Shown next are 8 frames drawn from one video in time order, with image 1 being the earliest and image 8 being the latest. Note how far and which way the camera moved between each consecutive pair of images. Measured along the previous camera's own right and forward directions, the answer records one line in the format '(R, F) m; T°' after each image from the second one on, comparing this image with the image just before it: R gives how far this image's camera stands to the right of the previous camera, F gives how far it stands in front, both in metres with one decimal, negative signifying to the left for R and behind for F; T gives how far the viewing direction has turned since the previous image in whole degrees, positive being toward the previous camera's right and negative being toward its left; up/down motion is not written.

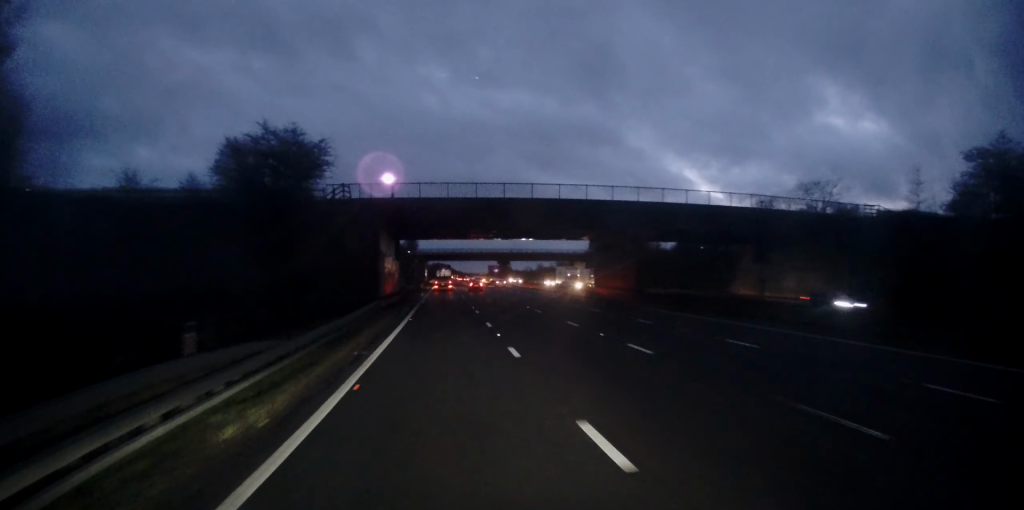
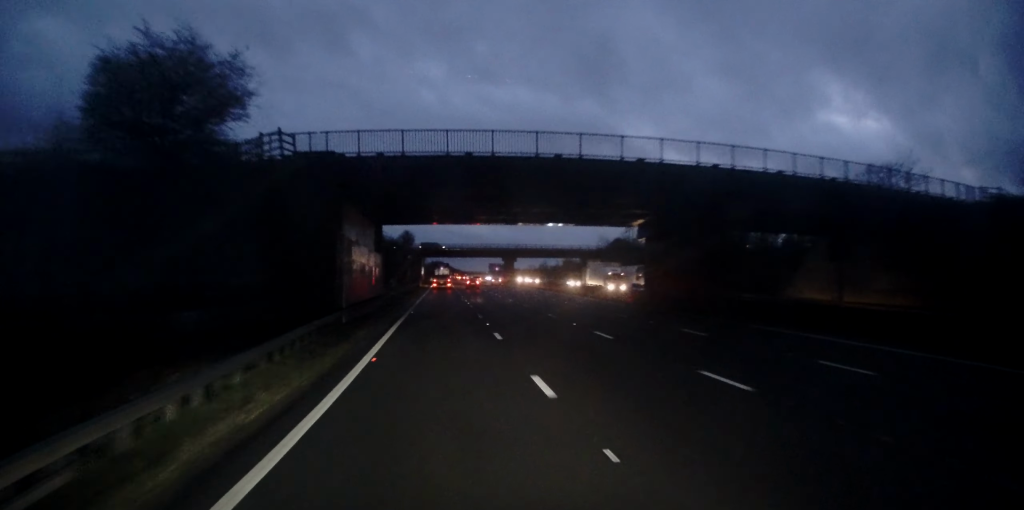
(0.0, +13.9) m; 0°
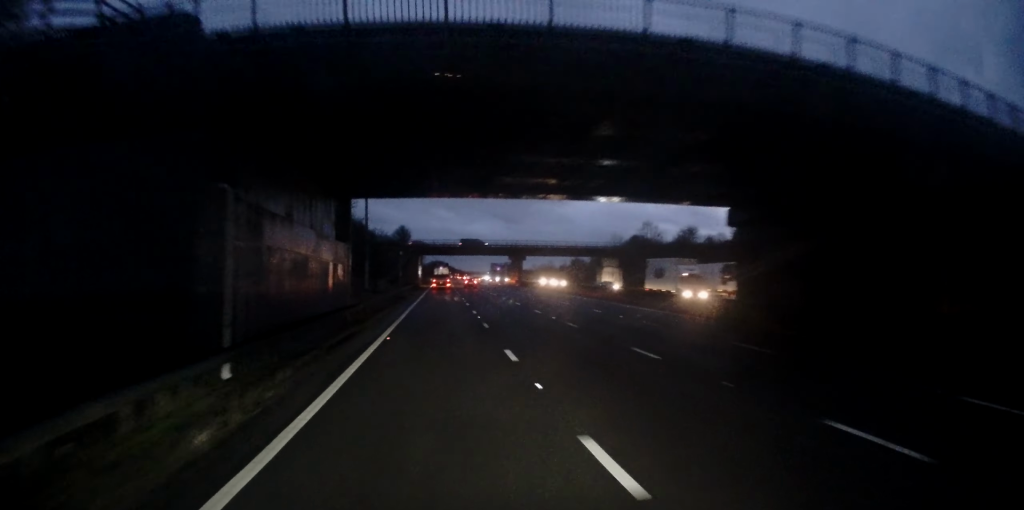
(0.0, +13.2) m; -1°
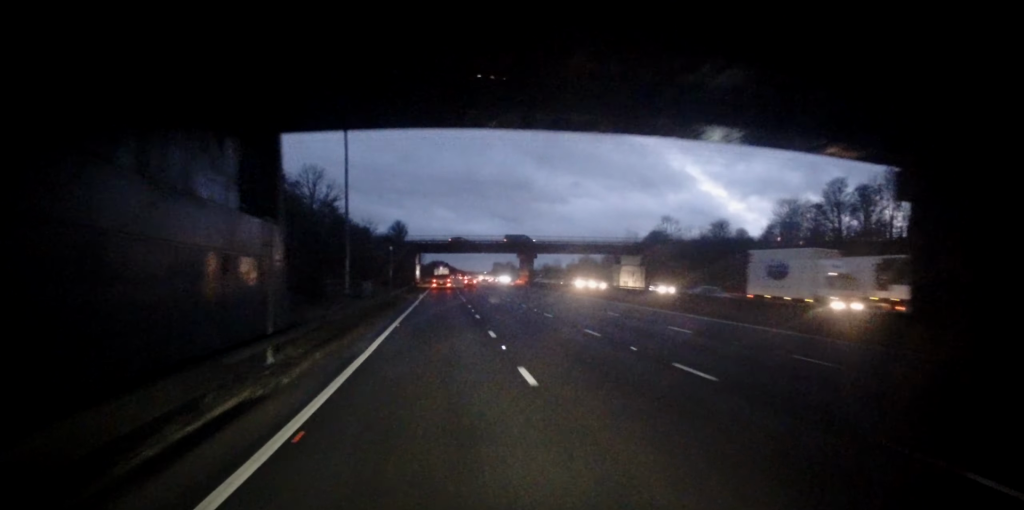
(-0.1, +11.7) m; -1°
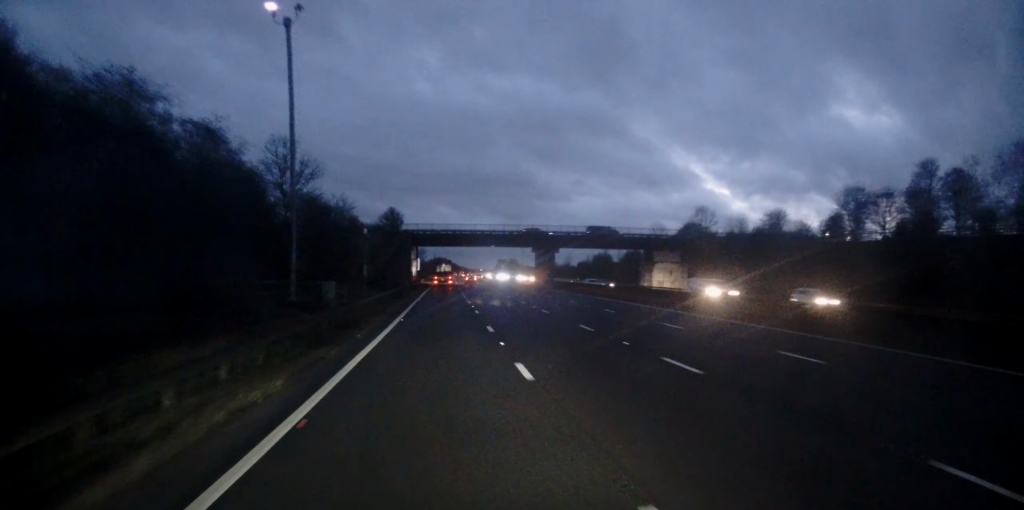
(-0.1, +16.5) m; 0°
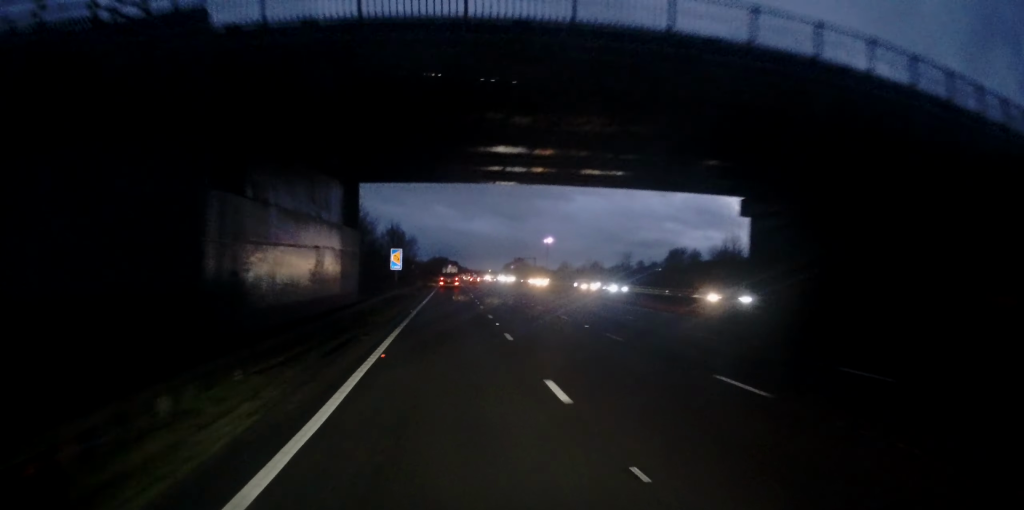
(+0.4, +64.1) m; -1°
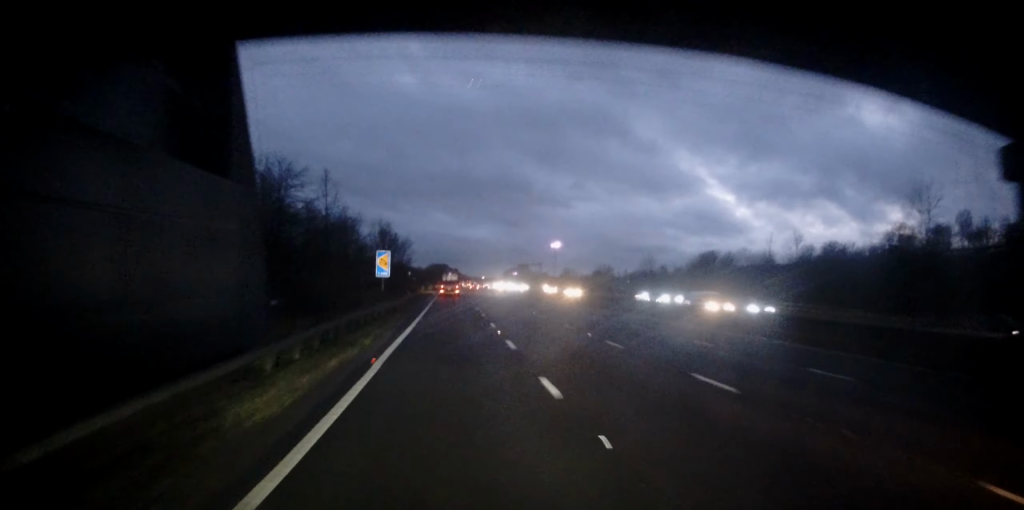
(-0.5, +16.3) m; 0°
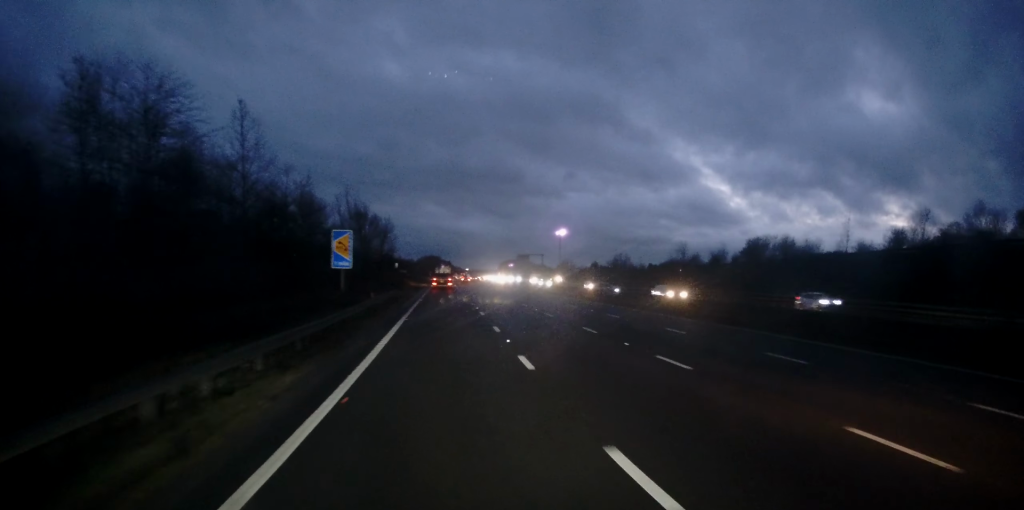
(+0.2, +21.9) m; +1°
